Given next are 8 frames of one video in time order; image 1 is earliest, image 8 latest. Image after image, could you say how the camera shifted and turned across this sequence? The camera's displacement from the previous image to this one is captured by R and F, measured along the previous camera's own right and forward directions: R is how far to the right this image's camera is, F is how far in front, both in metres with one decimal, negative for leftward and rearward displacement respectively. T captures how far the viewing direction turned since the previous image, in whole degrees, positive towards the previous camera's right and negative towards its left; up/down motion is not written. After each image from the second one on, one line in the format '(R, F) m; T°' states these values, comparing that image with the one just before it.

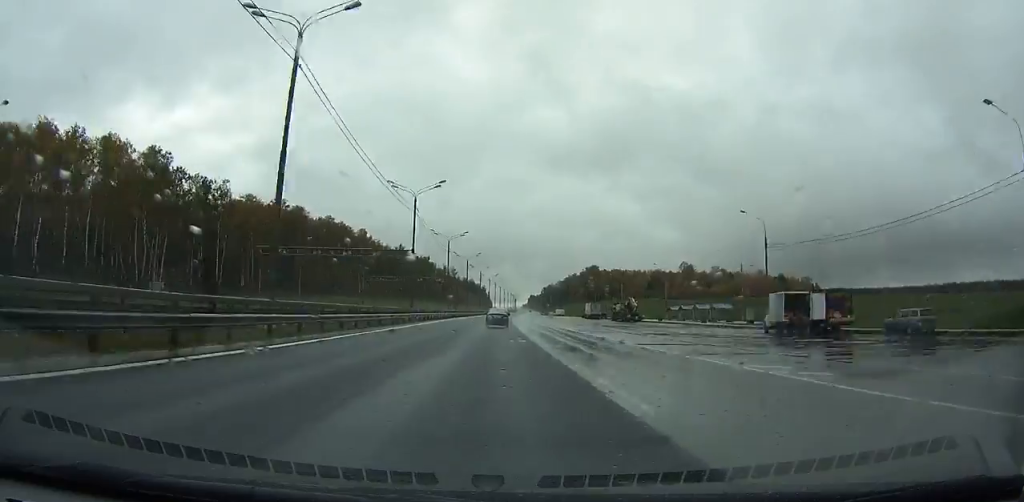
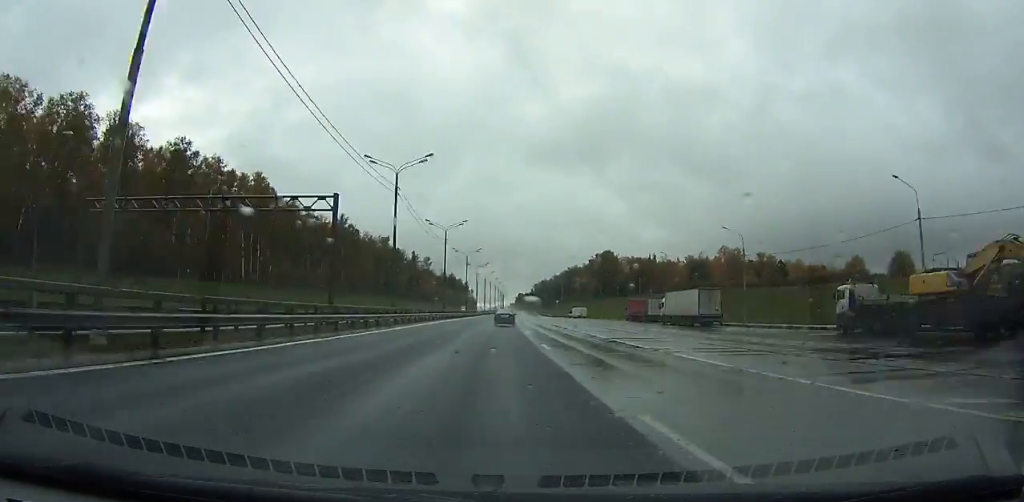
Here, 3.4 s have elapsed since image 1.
(+0.7, +84.5) m; +1°
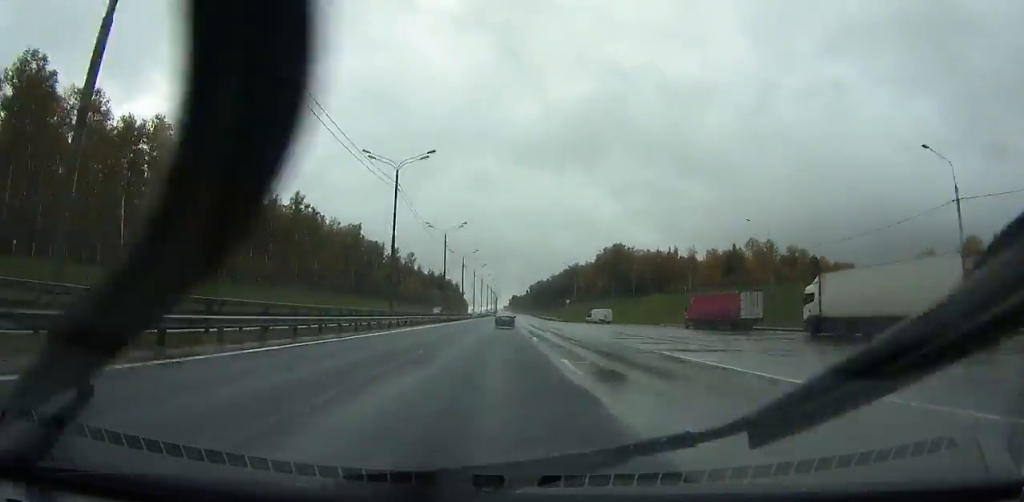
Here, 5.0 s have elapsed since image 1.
(+0.1, +40.0) m; +1°
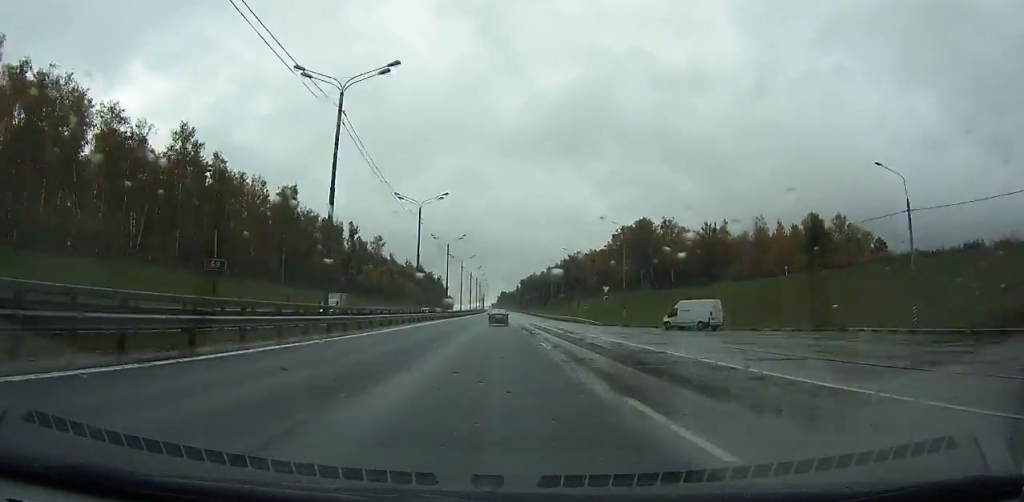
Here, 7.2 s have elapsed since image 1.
(+0.5, +55.4) m; +1°
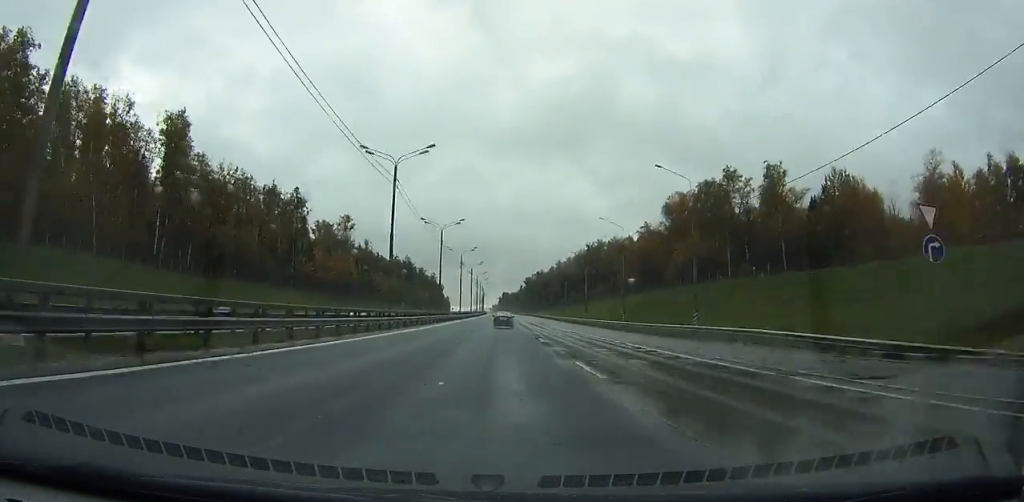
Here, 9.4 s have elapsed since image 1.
(+0.2, +56.2) m; 0°
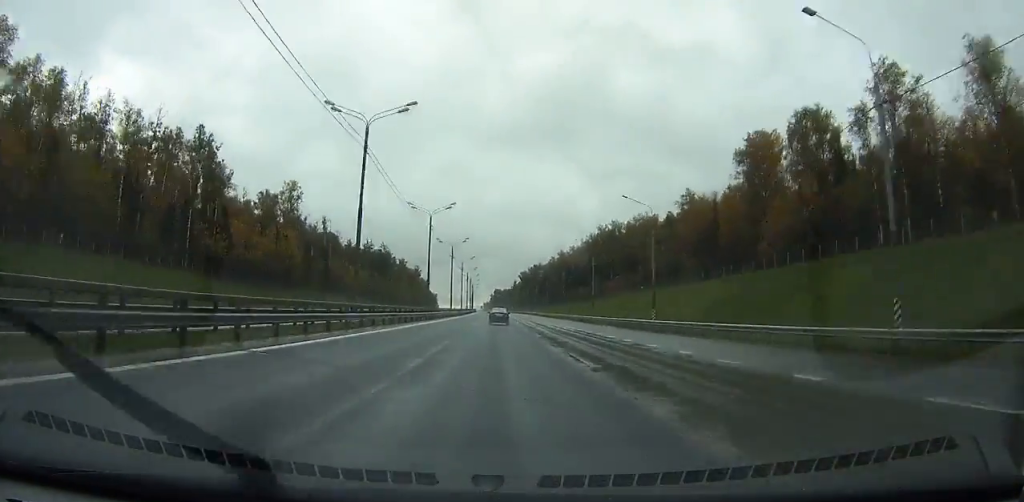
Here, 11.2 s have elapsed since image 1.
(+0.1, +46.3) m; 0°
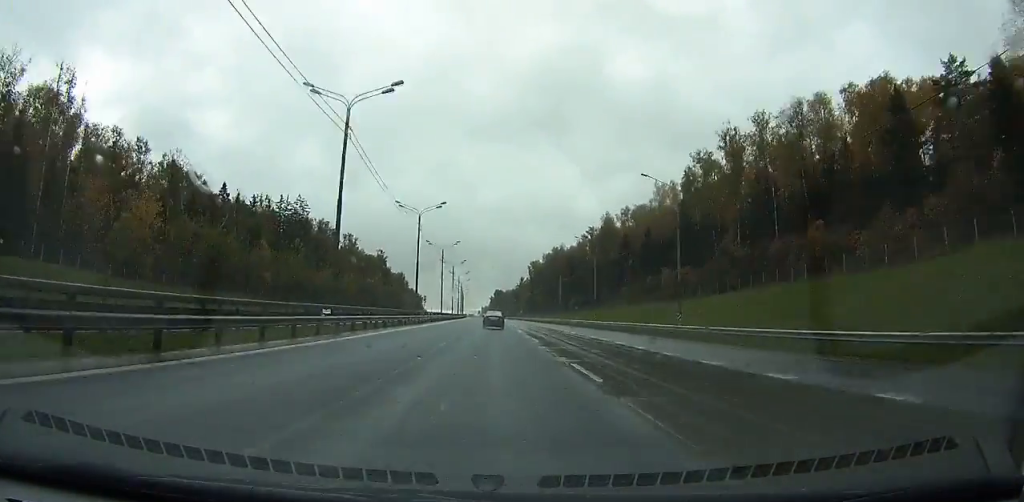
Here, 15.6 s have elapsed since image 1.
(+0.8, +114.0) m; 0°
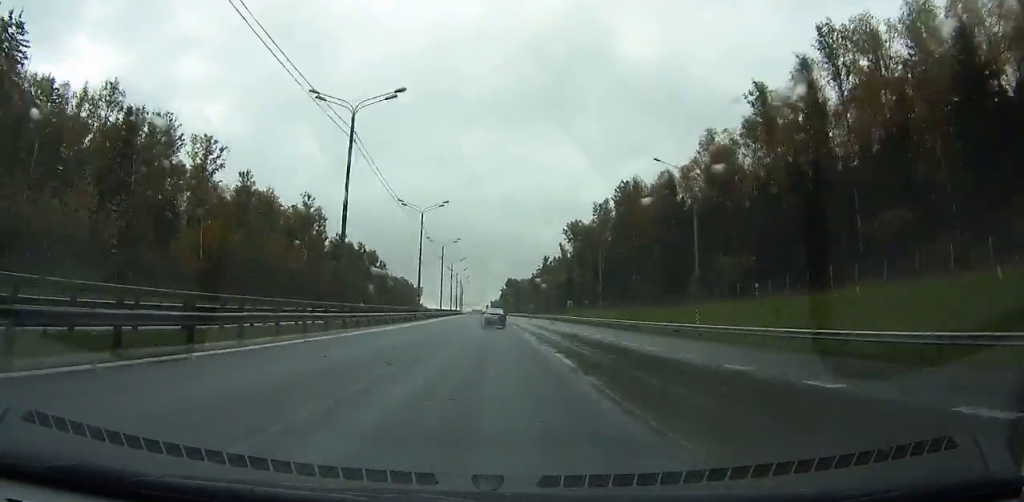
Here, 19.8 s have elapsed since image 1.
(-0.8, +109.0) m; -1°
